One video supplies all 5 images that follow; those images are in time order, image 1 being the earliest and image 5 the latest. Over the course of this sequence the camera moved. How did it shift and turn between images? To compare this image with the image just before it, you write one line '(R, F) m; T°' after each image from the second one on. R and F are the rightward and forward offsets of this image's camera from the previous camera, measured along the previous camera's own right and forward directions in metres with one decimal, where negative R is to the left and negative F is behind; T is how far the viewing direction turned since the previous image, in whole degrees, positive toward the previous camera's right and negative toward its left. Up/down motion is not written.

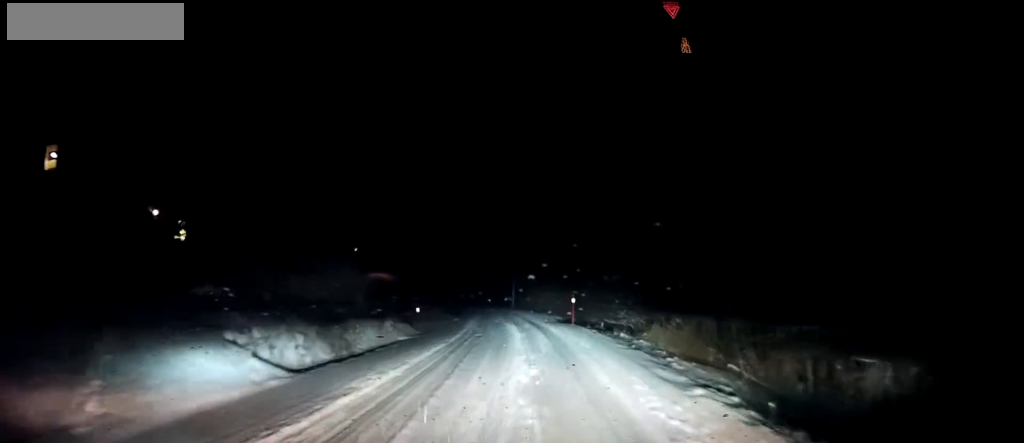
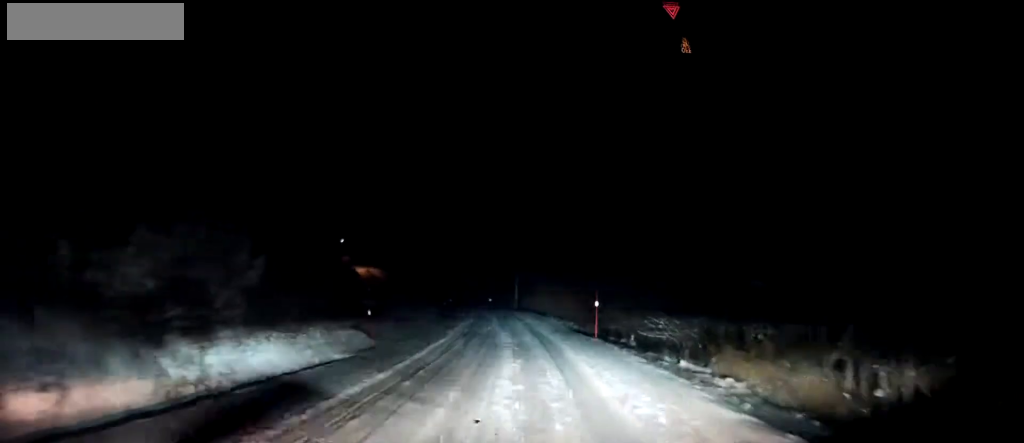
(+0.3, +8.3) m; -1°
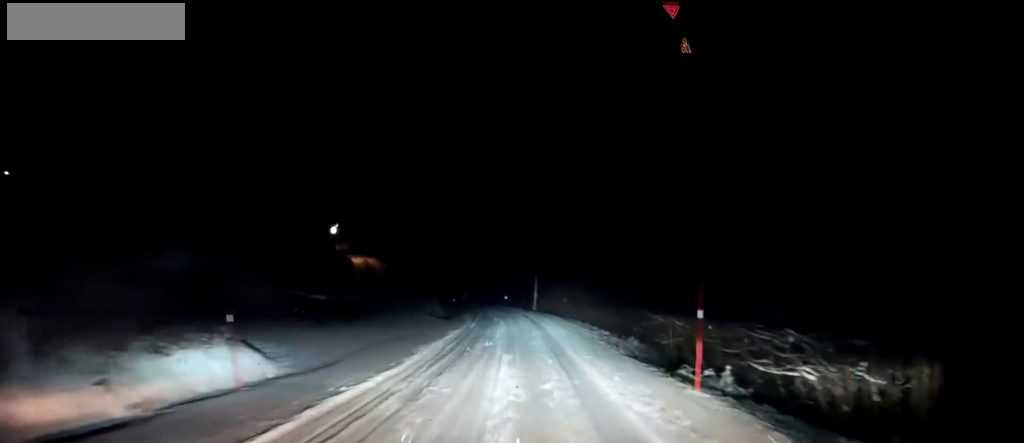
(-0.4, +9.3) m; -3°
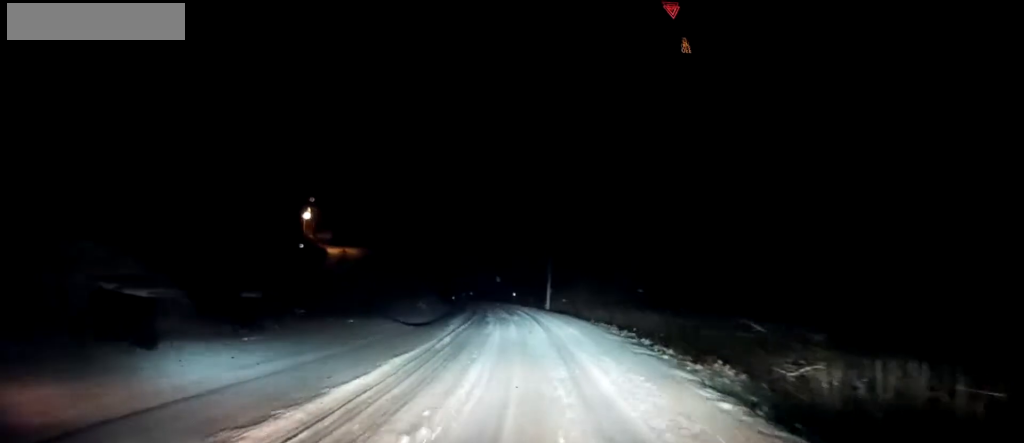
(0.0, +10.7) m; 0°
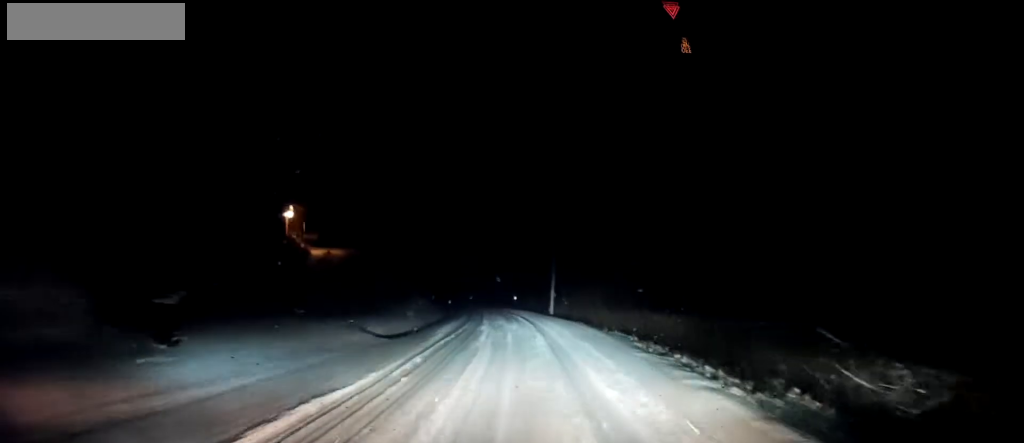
(0.0, +4.3) m; 0°
